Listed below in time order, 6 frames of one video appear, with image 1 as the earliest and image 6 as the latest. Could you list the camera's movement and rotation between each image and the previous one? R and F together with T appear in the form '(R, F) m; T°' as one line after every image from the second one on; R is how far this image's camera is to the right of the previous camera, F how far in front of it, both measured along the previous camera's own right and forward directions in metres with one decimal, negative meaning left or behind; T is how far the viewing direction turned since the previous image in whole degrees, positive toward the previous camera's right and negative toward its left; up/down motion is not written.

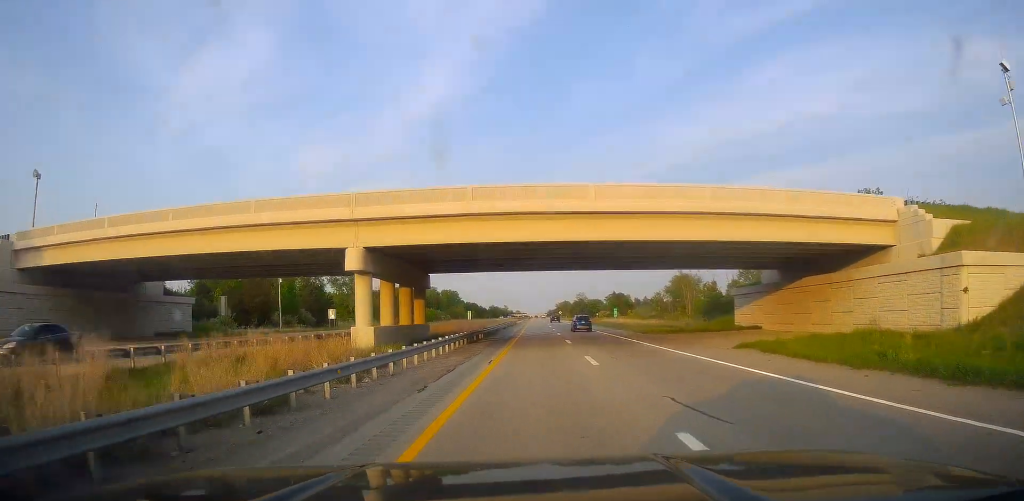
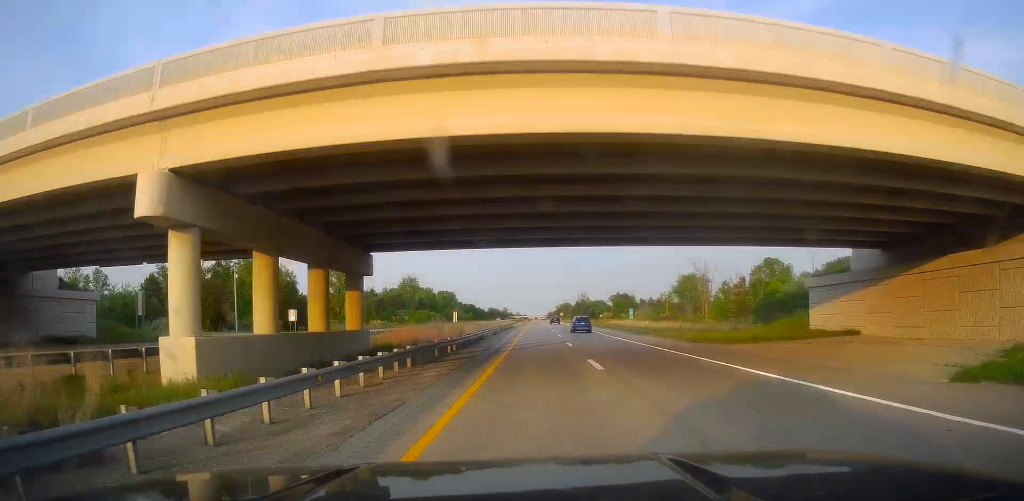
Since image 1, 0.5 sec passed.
(-0.1, +16.4) m; 0°
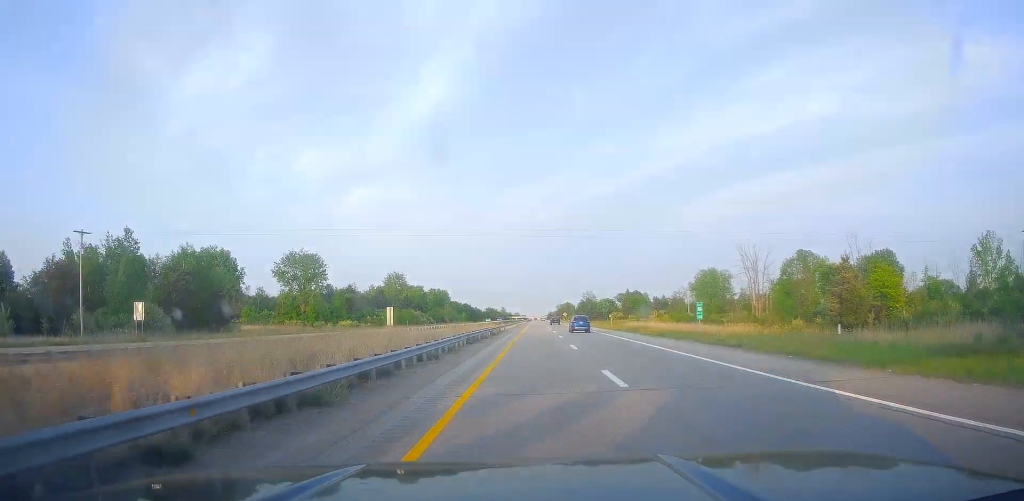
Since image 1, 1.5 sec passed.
(-0.2, +35.1) m; 0°
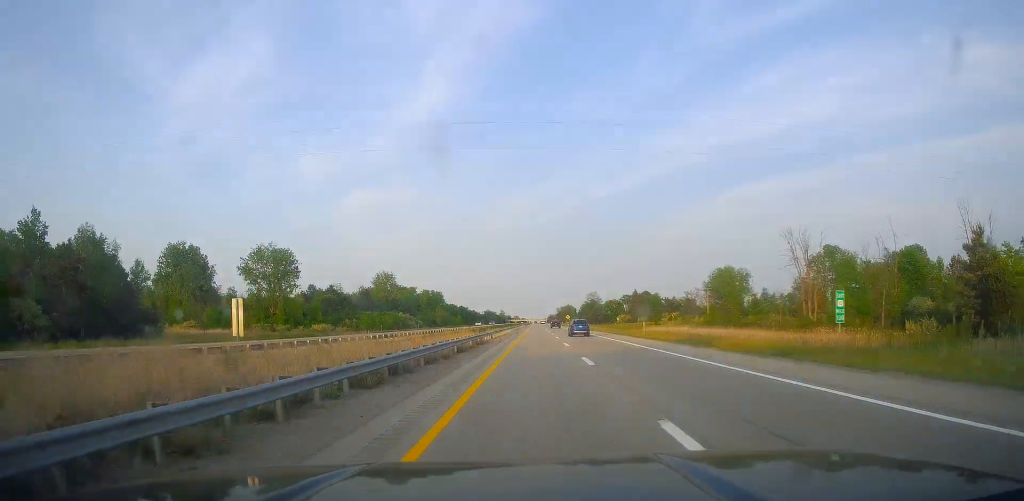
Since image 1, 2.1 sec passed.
(+0.4, +23.3) m; 0°
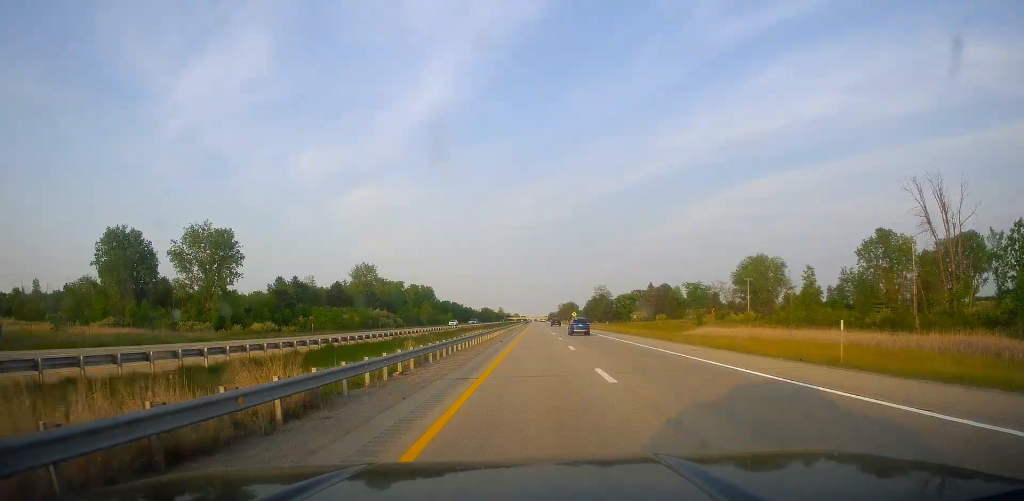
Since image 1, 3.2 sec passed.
(-0.6, +35.8) m; -1°
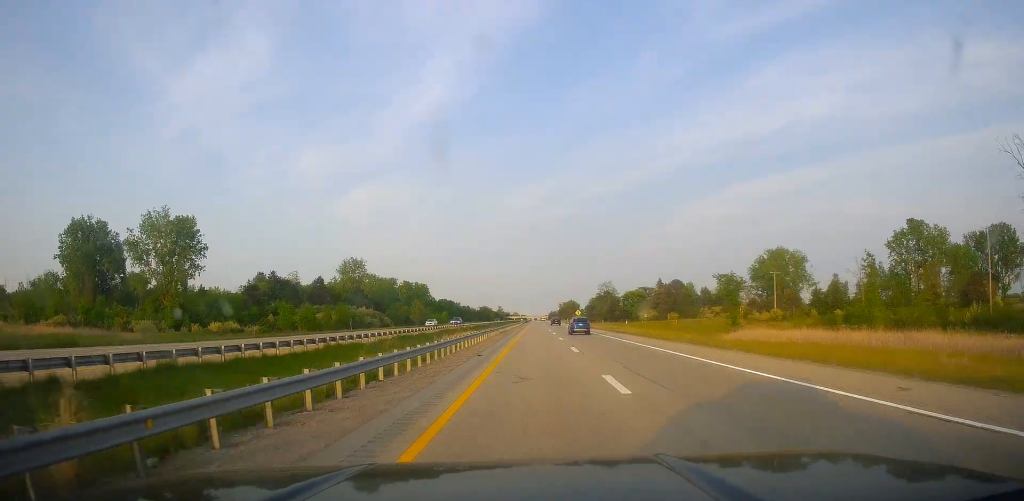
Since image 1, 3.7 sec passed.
(0.0, +17.4) m; 0°
